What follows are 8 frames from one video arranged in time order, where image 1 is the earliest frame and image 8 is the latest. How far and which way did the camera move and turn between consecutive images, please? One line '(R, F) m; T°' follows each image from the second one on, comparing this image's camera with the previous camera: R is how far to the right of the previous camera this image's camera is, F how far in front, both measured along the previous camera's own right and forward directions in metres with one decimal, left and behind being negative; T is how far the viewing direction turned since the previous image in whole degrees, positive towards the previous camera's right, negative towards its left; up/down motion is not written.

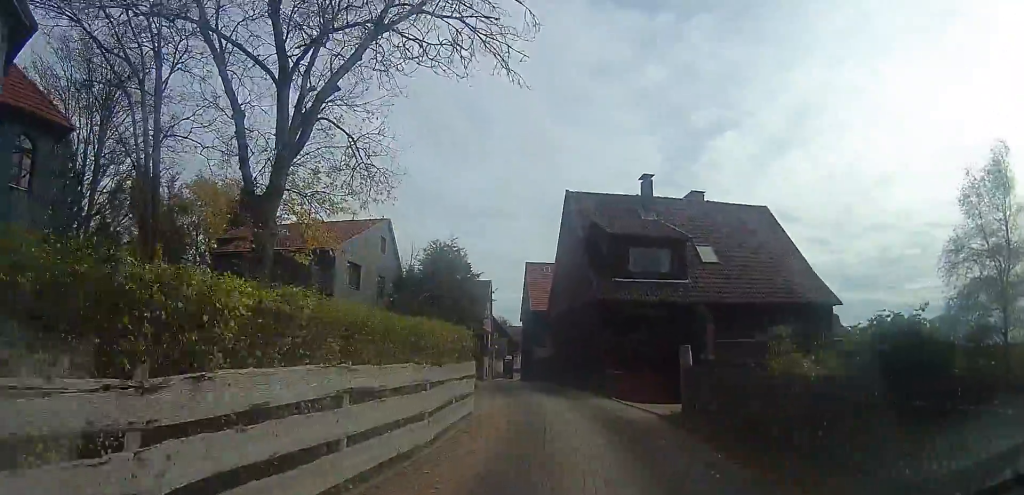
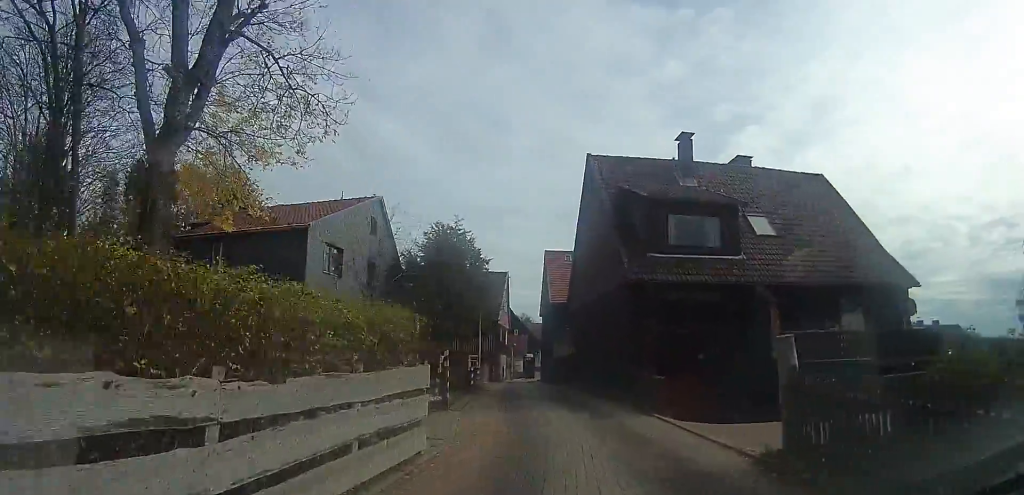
(-0.4, +4.2) m; 0°
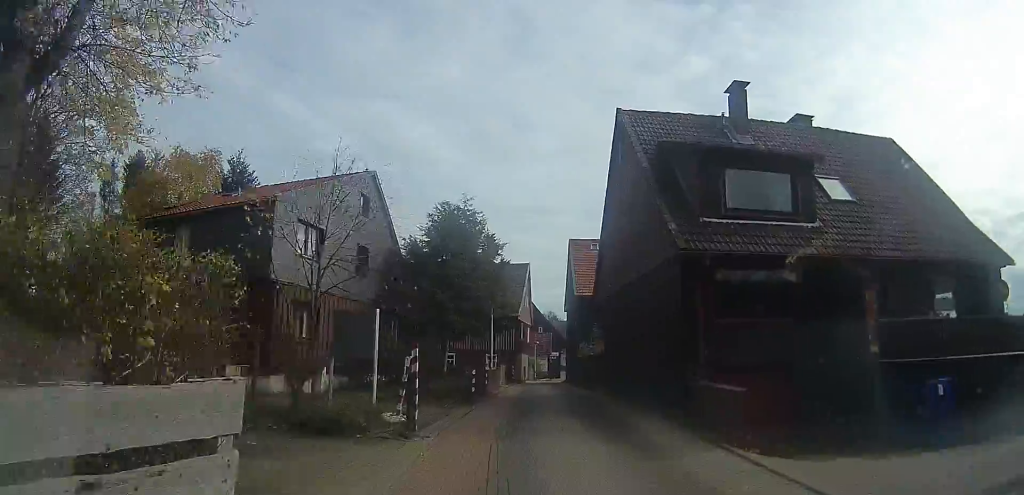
(+0.2, +3.9) m; +7°
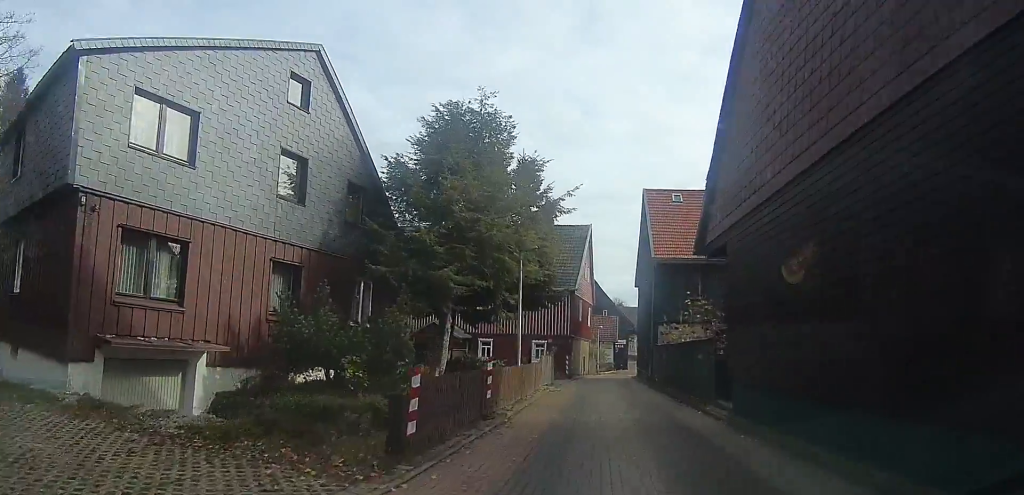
(-1.1, +10.0) m; -17°
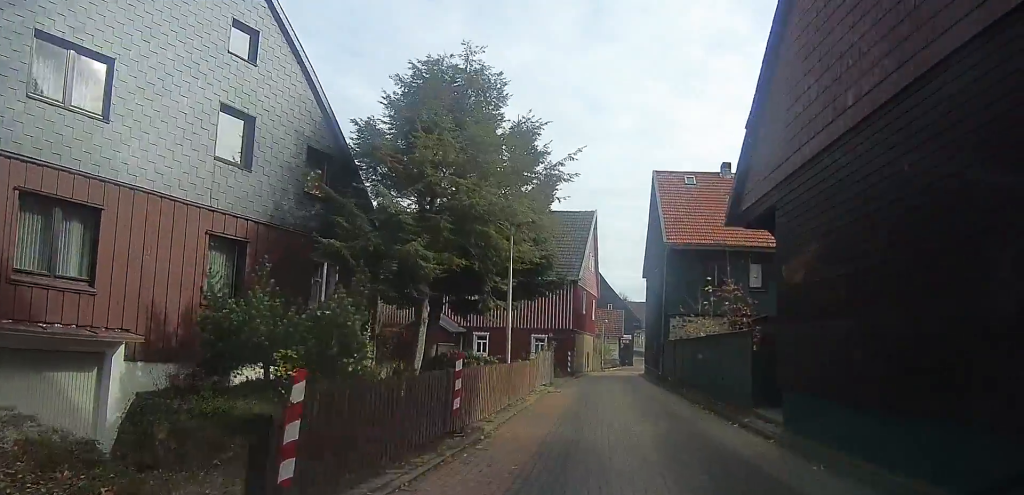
(0.0, +2.6) m; 0°
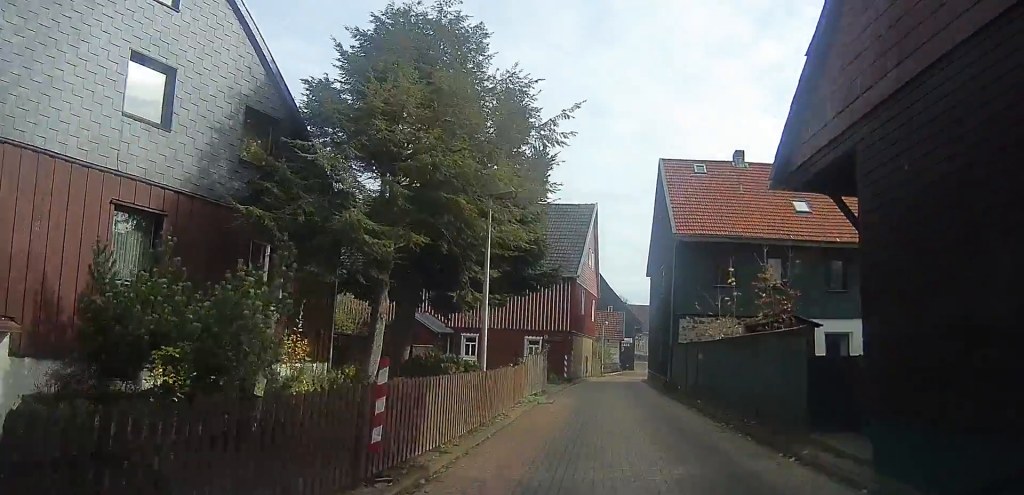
(0.0, +2.6) m; 0°
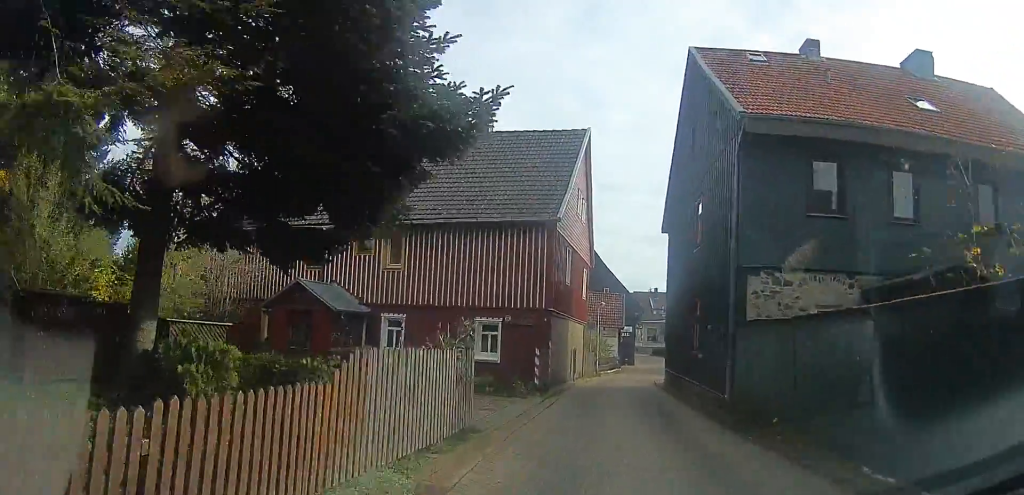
(0.0, +9.9) m; 0°
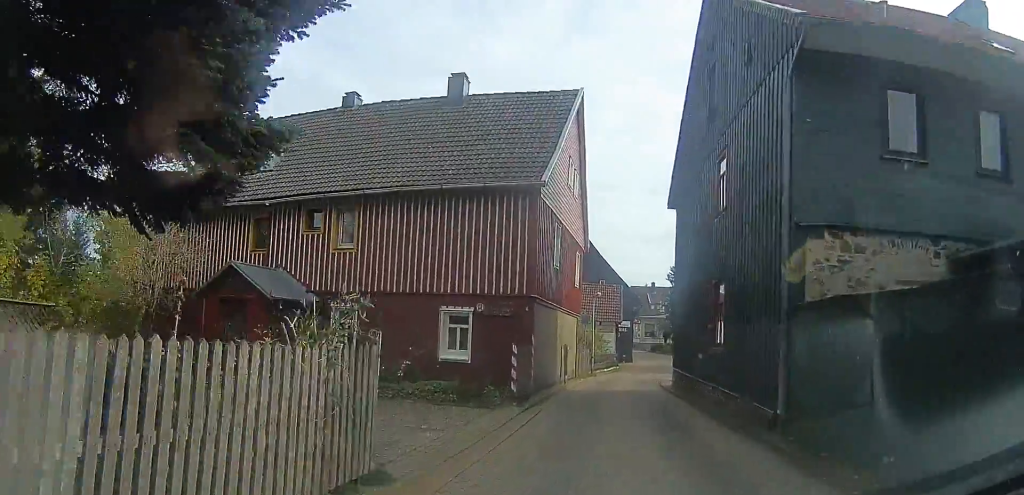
(0.0, +3.3) m; 0°
